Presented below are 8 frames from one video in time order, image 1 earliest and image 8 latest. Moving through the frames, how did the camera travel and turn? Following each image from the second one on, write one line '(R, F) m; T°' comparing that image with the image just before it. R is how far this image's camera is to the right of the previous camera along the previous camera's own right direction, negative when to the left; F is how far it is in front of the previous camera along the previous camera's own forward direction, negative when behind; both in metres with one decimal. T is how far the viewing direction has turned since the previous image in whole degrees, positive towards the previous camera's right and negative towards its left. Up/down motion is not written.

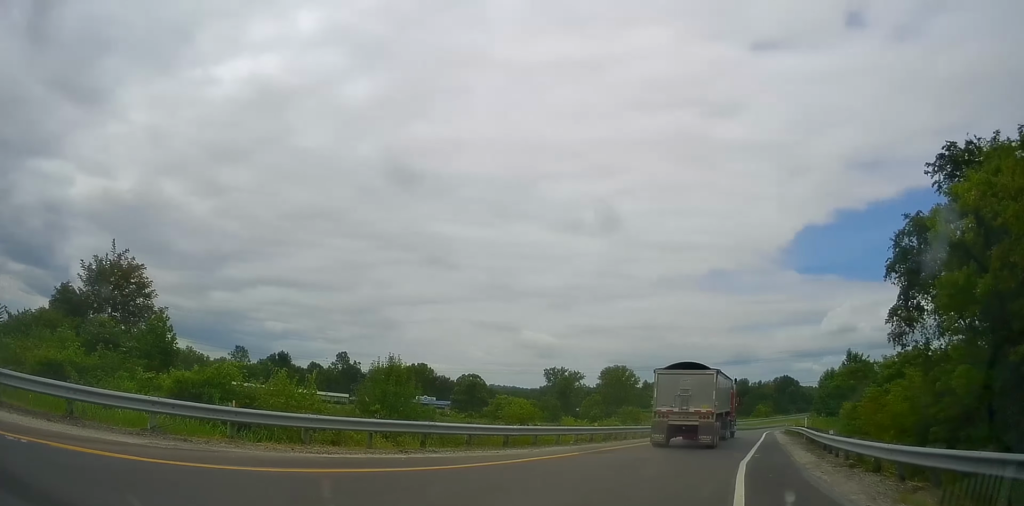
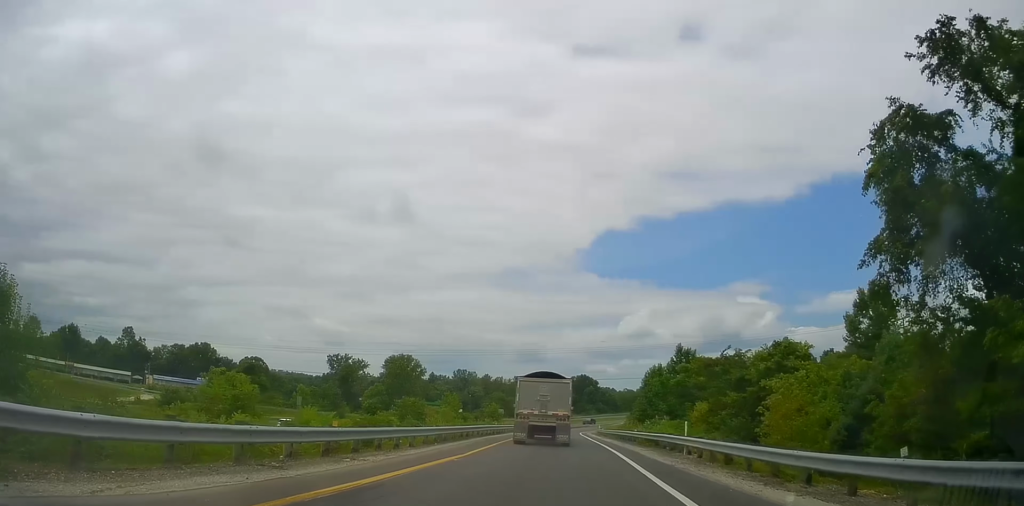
(+2.3, +12.4) m; +17°
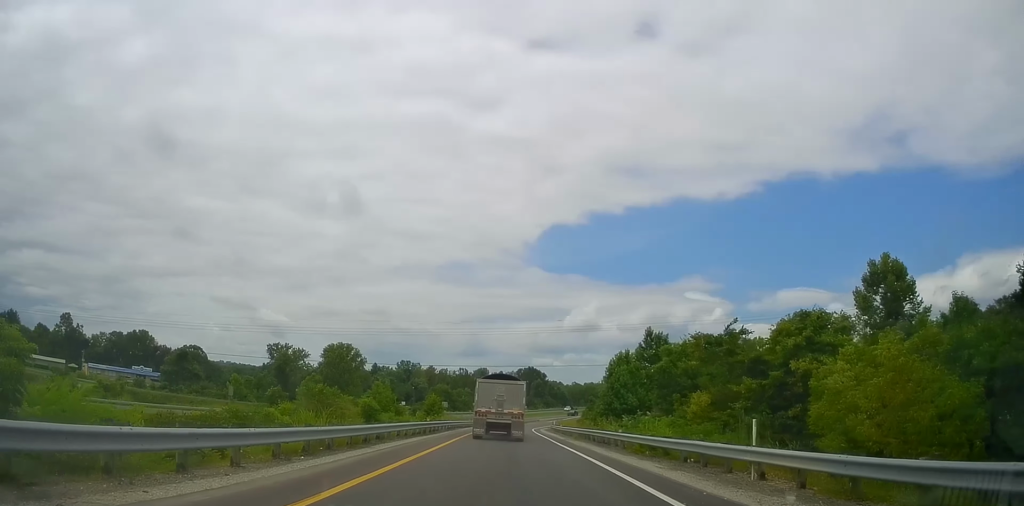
(+0.6, +11.3) m; +3°
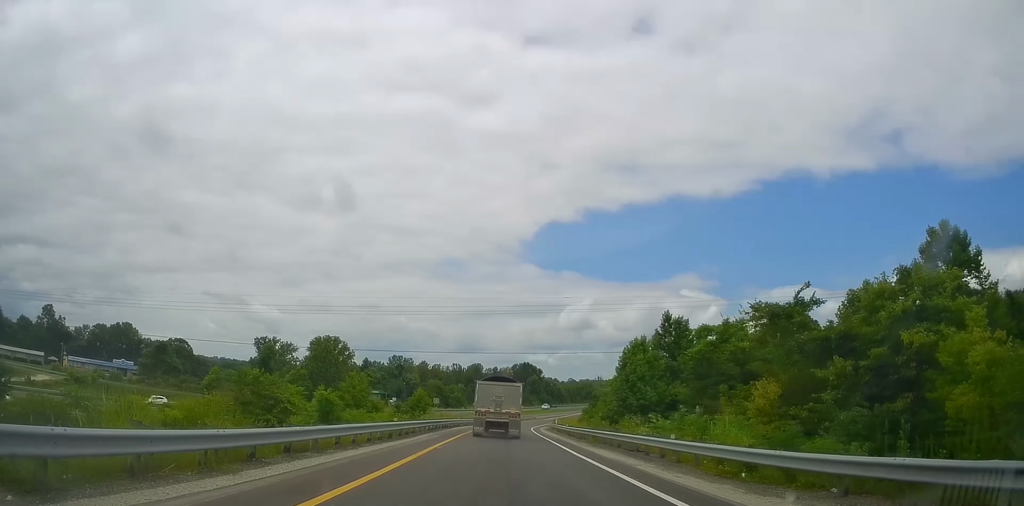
(0.0, +9.6) m; 0°
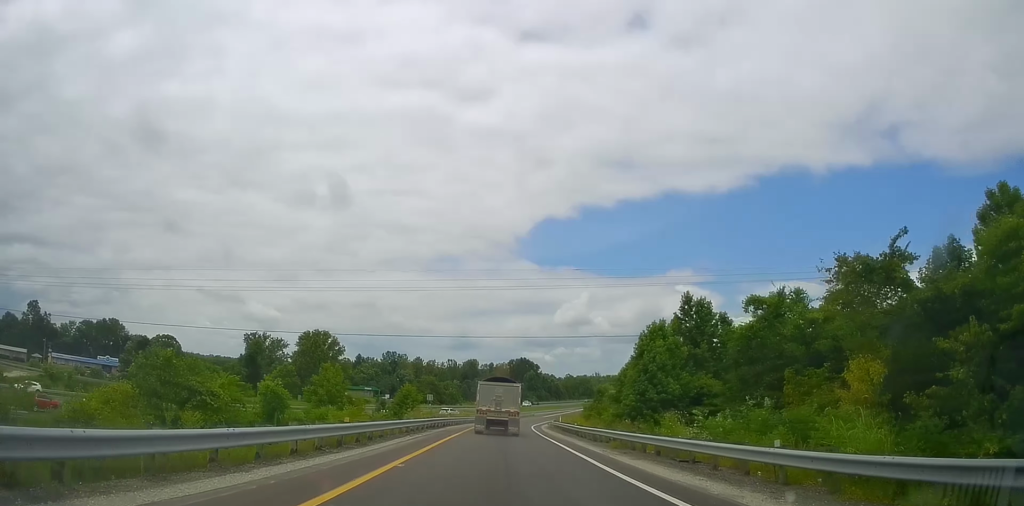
(+0.2, +7.6) m; 0°
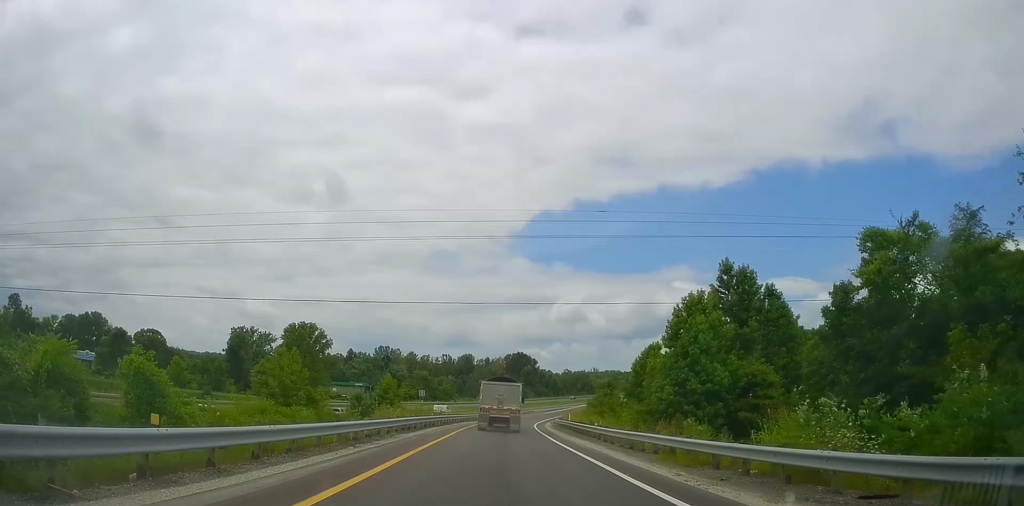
(-0.2, +10.3) m; +1°
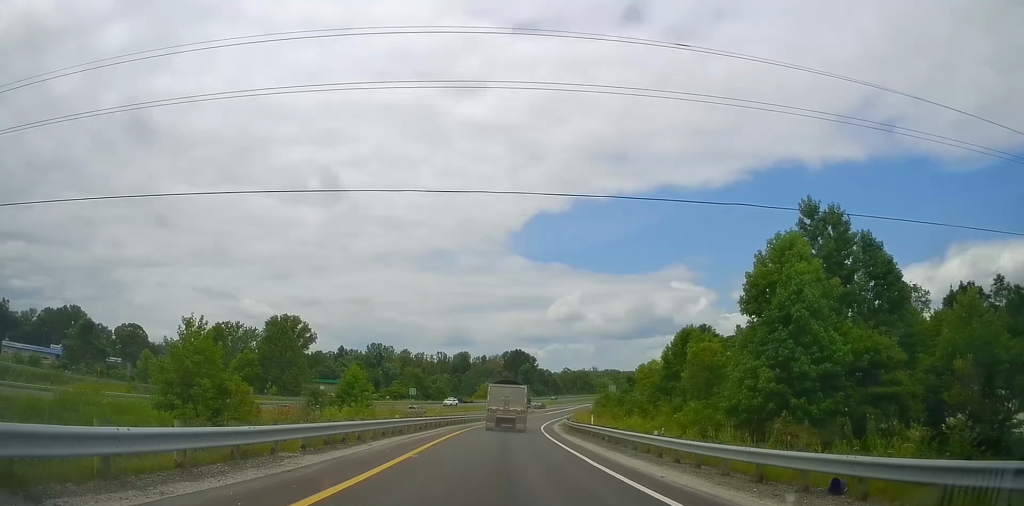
(+0.5, +13.0) m; 0°
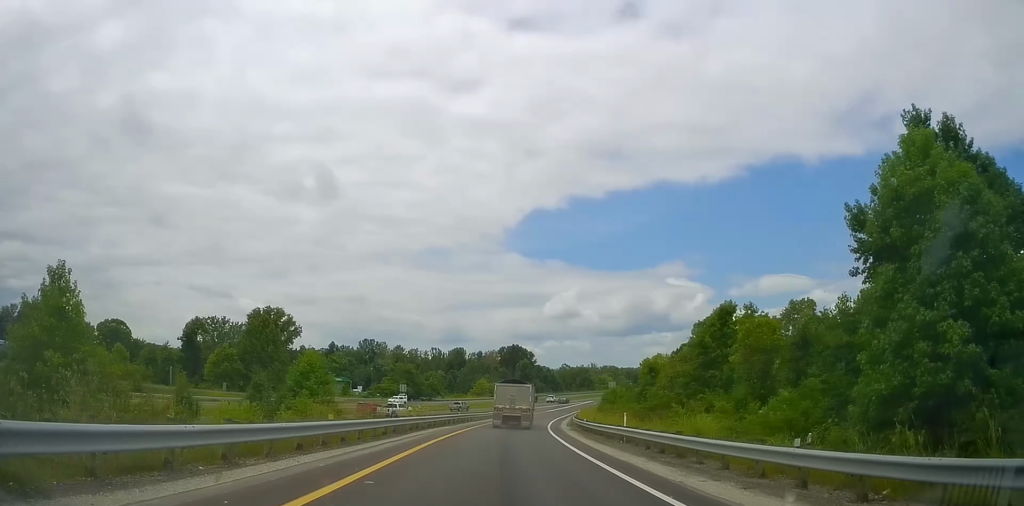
(-0.1, +10.3) m; 0°
